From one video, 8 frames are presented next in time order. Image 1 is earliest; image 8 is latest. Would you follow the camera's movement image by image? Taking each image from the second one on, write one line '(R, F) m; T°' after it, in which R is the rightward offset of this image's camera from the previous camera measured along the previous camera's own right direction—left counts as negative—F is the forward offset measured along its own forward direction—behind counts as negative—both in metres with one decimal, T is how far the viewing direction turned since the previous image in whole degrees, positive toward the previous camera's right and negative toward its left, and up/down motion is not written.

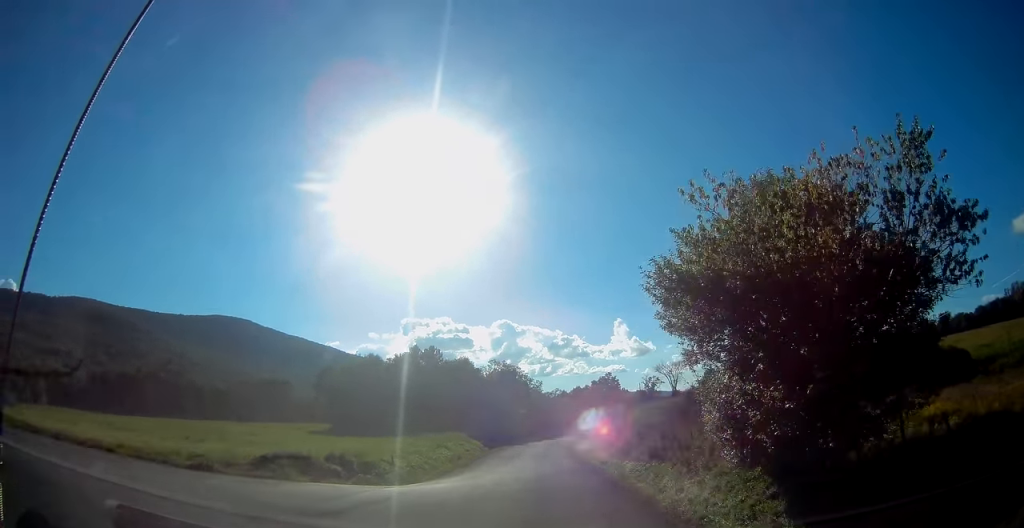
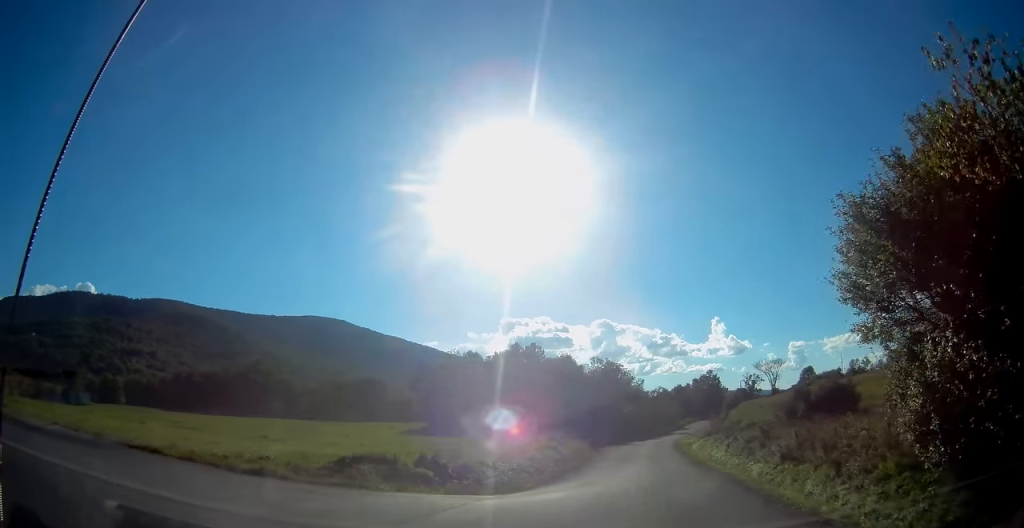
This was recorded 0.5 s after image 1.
(+0.1, +3.2) m; -12°
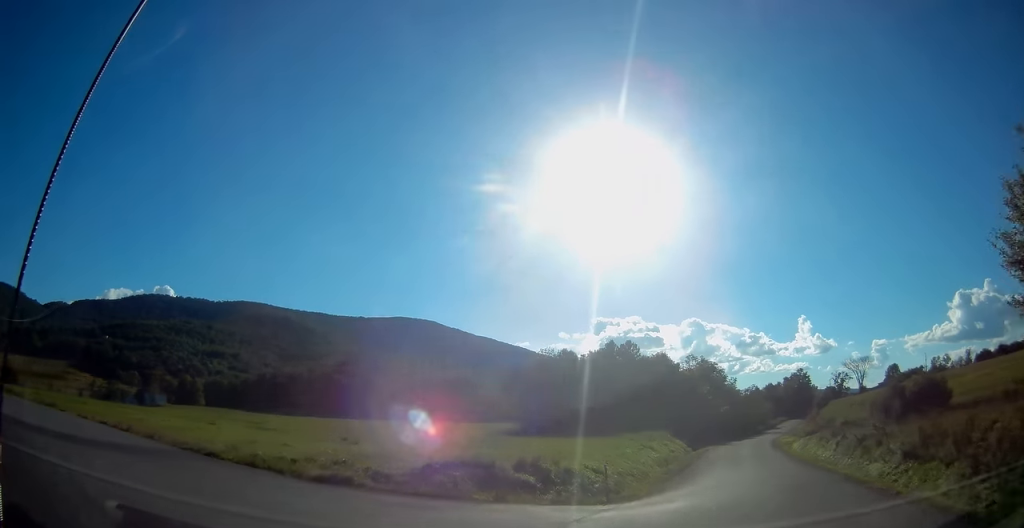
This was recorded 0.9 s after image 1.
(-0.2, +2.3) m; -9°
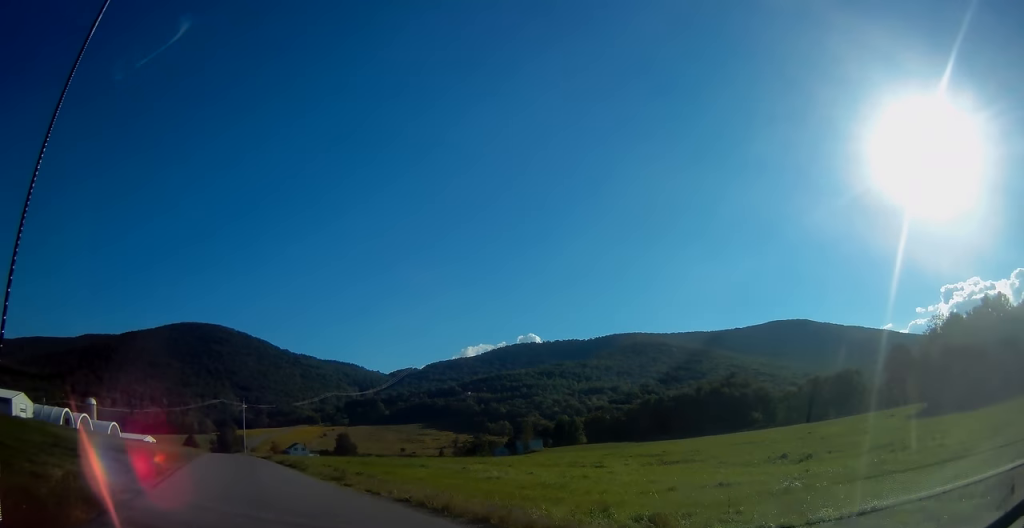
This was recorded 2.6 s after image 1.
(-3.1, +9.2) m; -31°
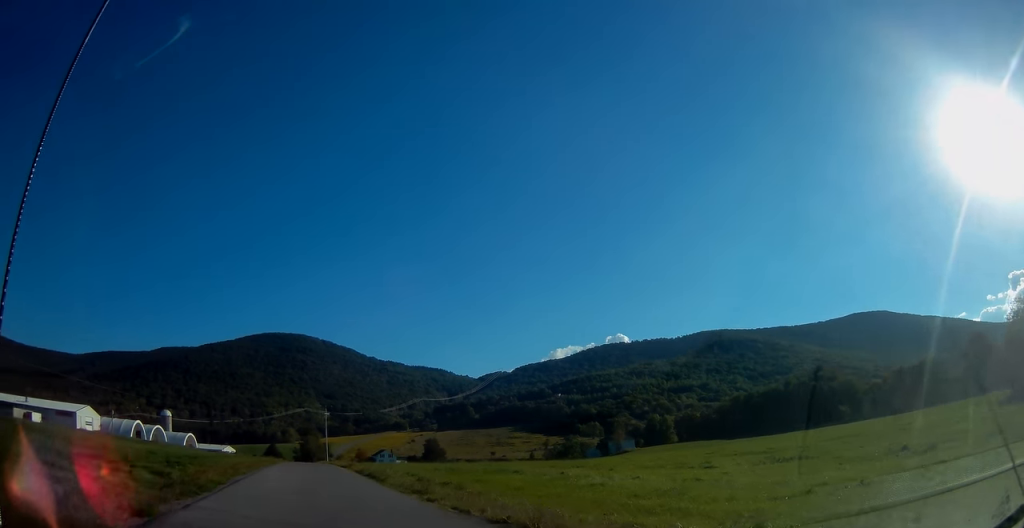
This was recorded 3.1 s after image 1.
(-0.4, +3.3) m; -6°
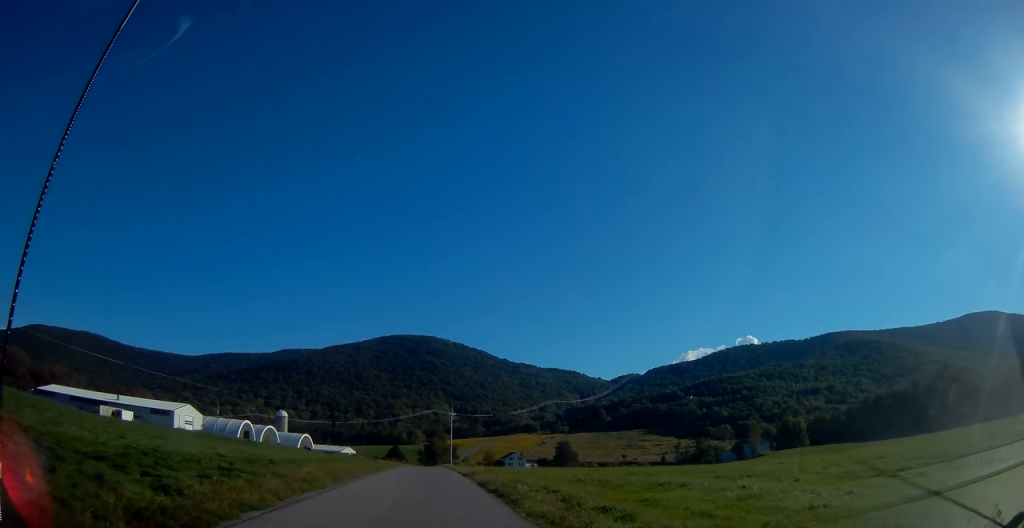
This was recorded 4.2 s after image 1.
(-1.0, +8.4) m; -9°
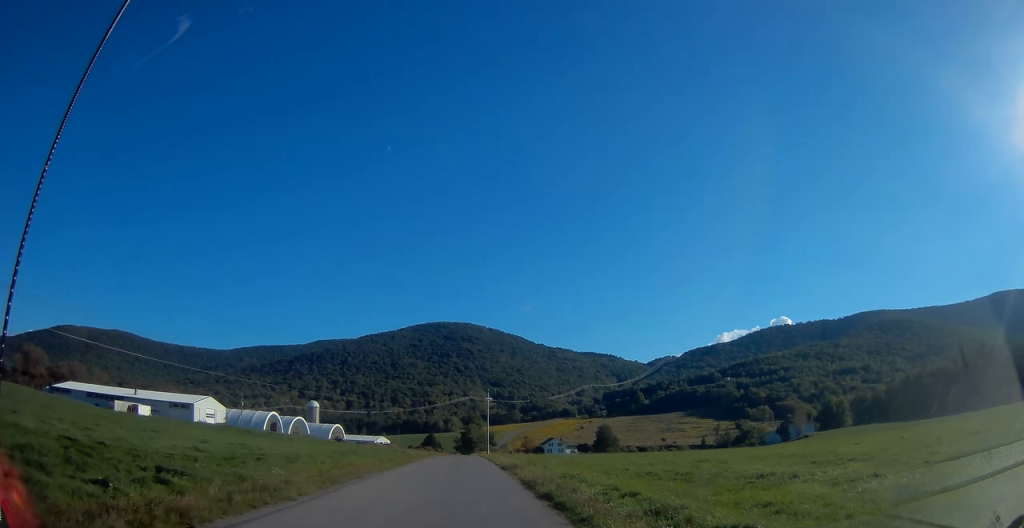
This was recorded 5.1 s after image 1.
(-0.2, +8.0) m; -2°
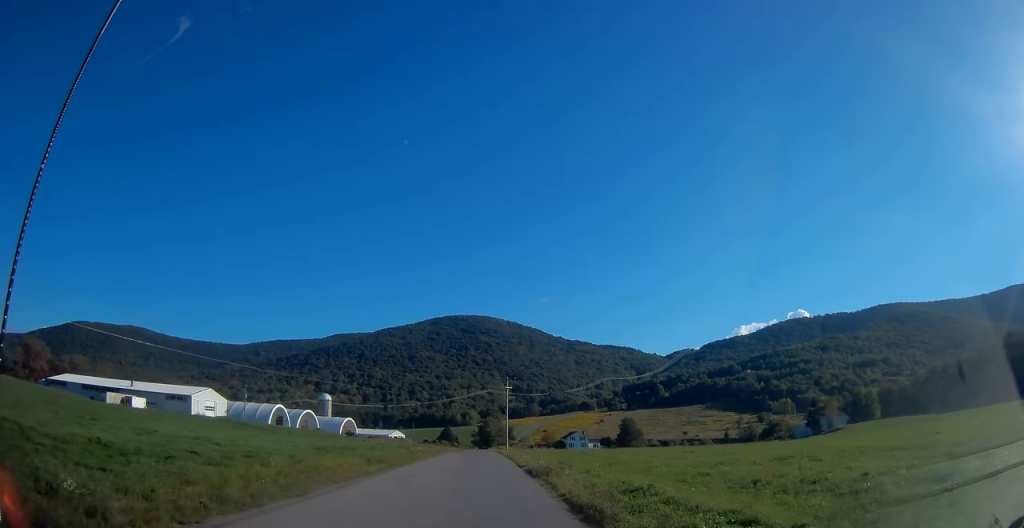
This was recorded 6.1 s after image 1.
(0.0, +10.2) m; +1°
